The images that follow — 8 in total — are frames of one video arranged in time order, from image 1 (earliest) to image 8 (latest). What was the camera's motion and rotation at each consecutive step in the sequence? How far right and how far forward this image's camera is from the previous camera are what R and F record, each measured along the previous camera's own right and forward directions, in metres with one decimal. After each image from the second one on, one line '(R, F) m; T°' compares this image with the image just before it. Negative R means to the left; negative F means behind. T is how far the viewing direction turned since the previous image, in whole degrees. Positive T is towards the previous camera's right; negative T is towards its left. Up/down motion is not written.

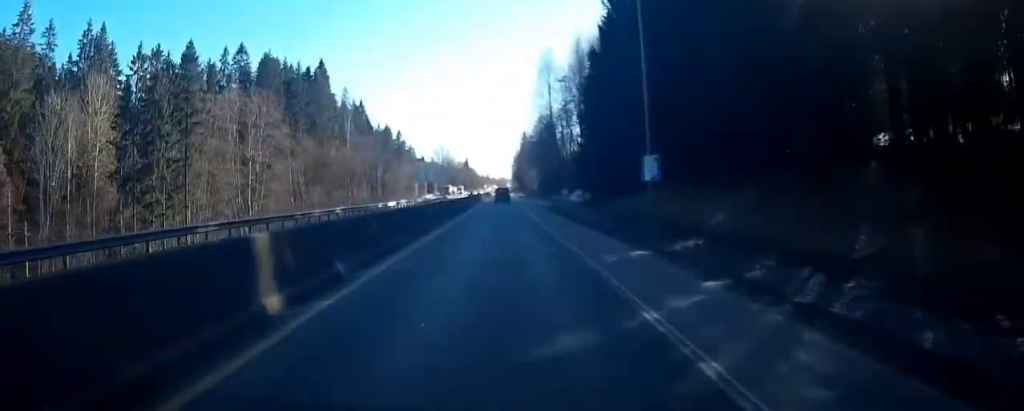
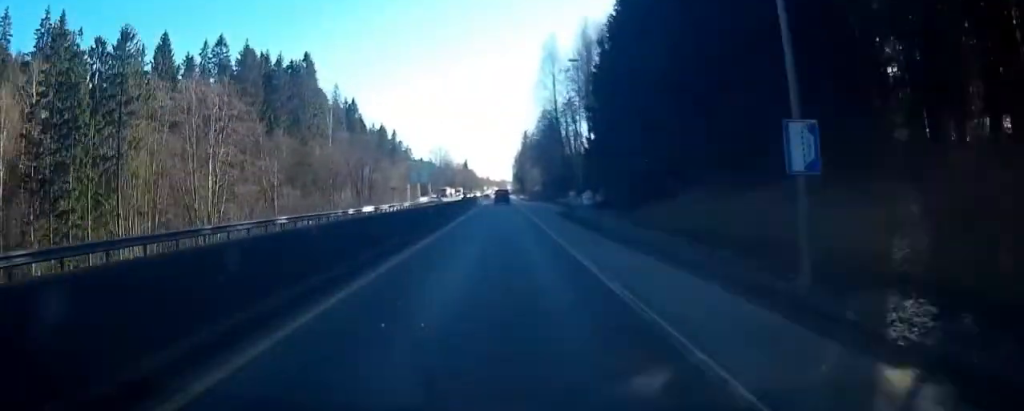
(0.0, +9.7) m; 0°
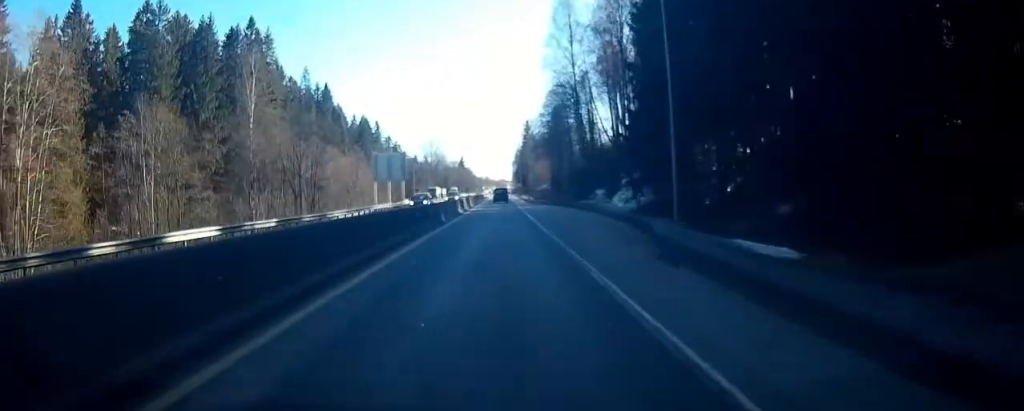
(-0.1, +26.6) m; 0°
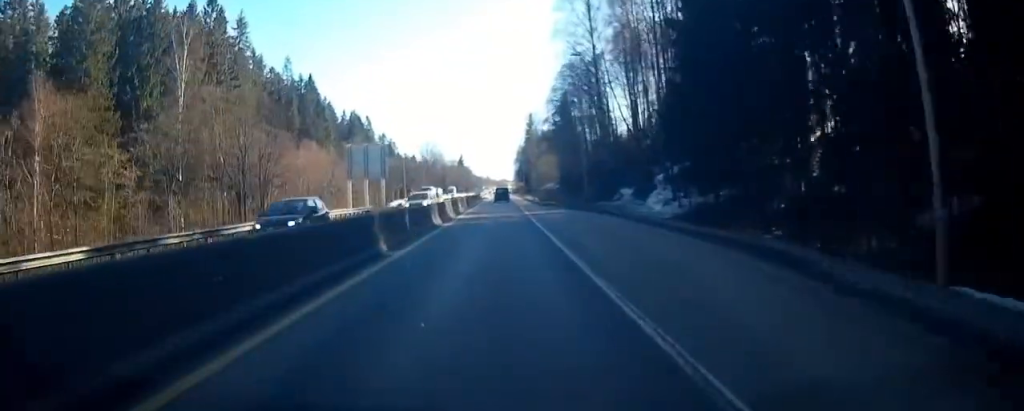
(0.0, +14.0) m; 0°
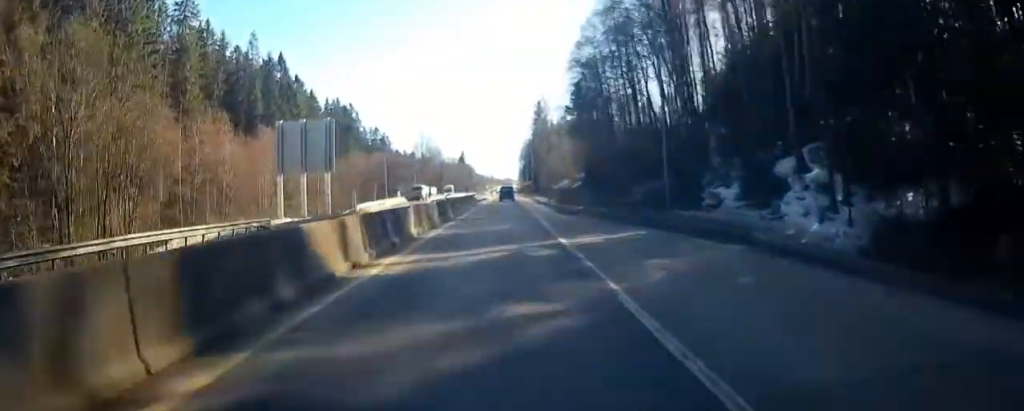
(-0.1, +22.2) m; 0°
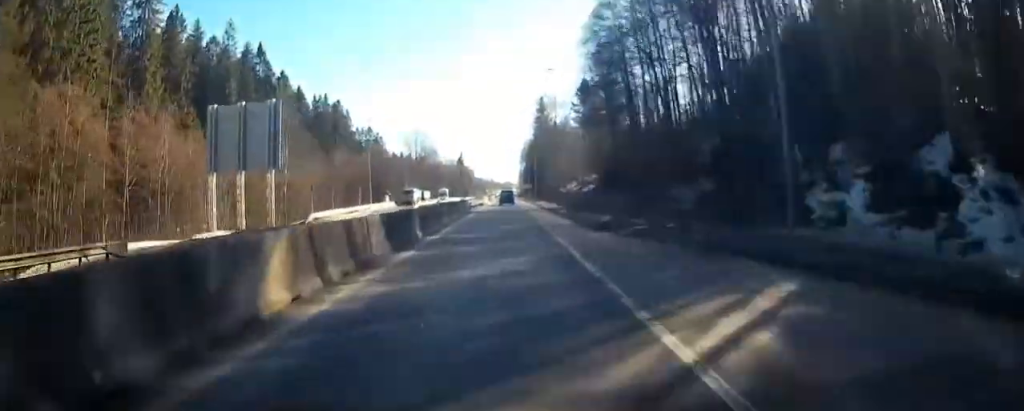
(0.0, +11.0) m; 0°
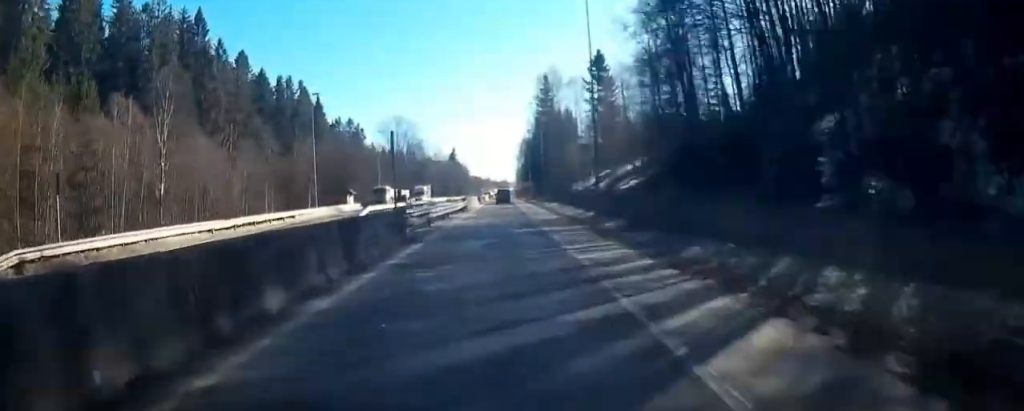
(+0.2, +23.3) m; +1°
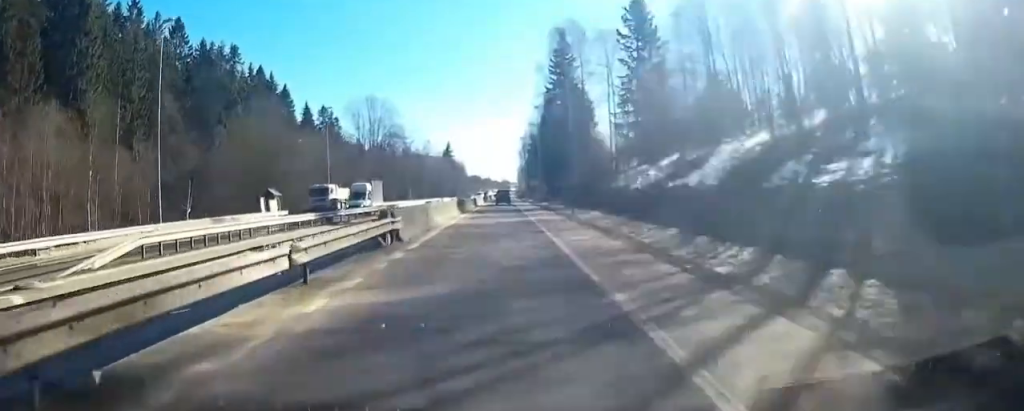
(+0.1, +29.6) m; 0°
